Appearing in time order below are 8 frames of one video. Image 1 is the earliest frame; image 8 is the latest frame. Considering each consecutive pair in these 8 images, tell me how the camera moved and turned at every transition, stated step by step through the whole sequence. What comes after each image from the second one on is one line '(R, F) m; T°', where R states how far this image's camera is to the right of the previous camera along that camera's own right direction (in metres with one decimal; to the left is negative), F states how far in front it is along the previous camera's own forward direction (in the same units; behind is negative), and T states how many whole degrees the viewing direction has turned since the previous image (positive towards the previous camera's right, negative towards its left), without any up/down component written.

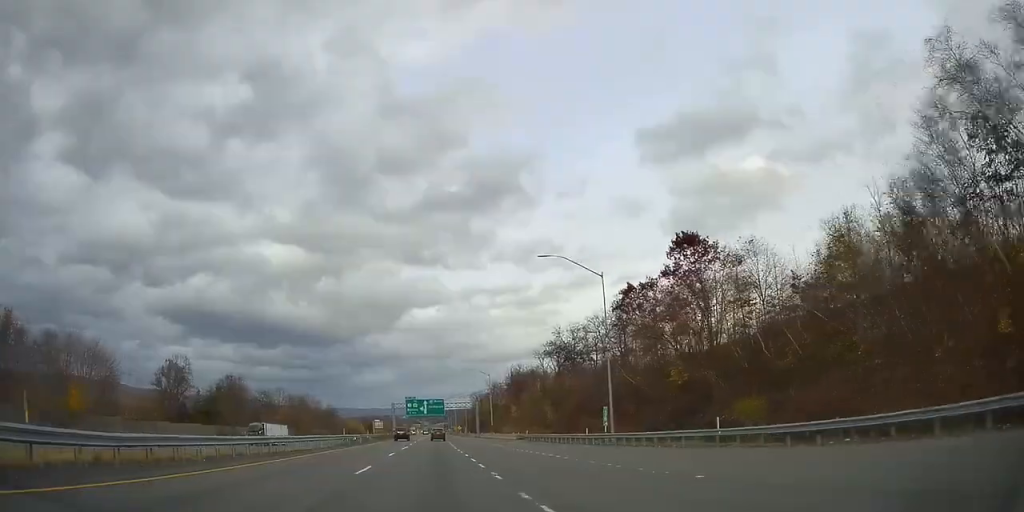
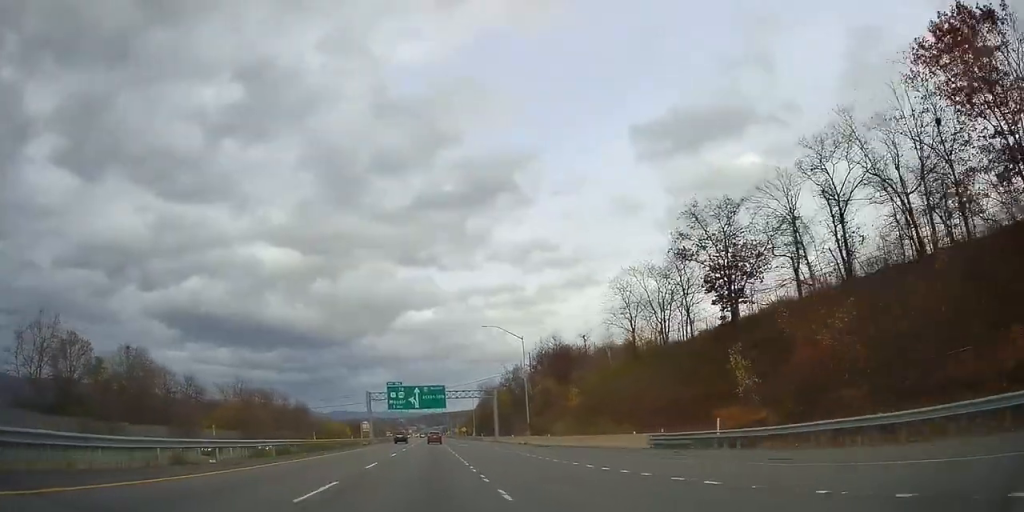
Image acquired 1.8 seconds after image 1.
(+0.9, +54.7) m; +1°
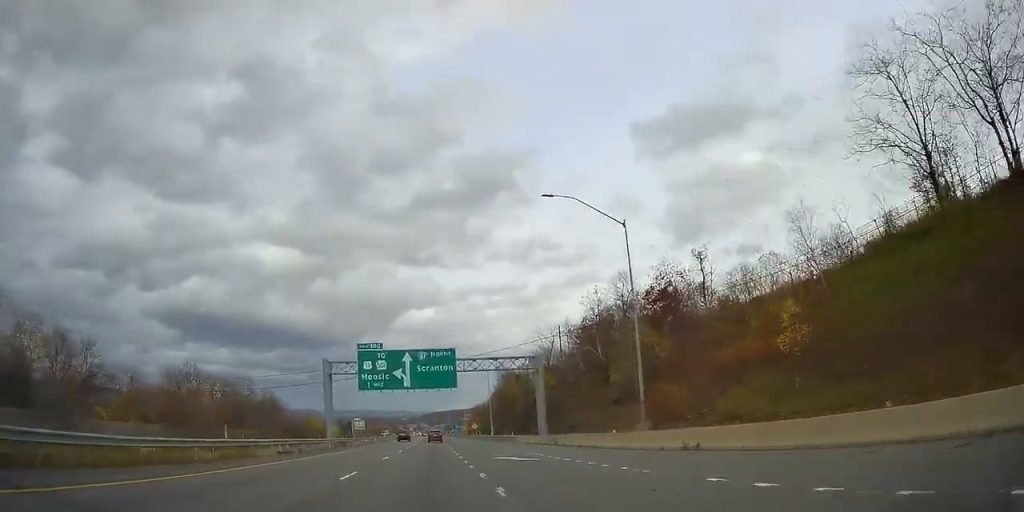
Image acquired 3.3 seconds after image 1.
(-0.3, +43.3) m; 0°
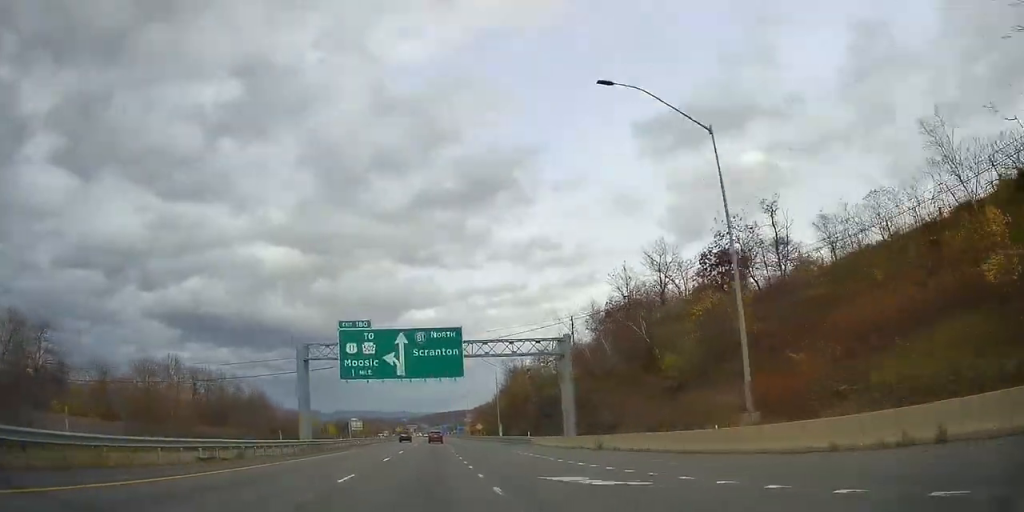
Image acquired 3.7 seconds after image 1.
(0.0, +12.9) m; 0°
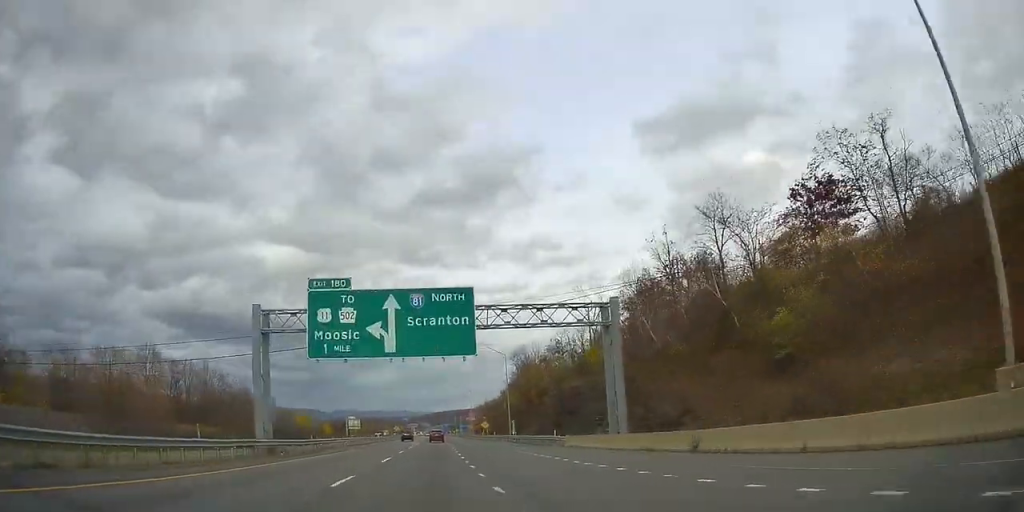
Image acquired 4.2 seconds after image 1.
(-0.1, +13.4) m; +1°
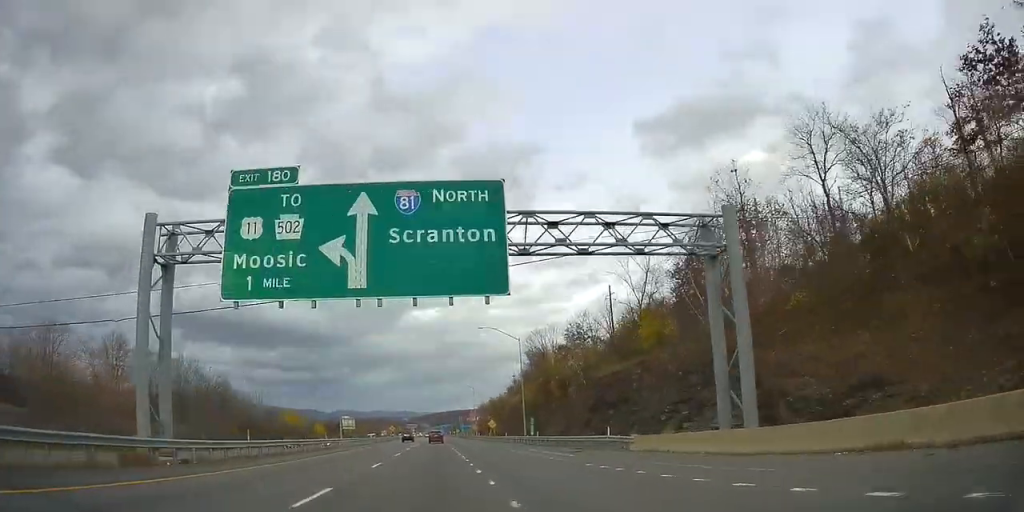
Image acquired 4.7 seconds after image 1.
(+0.1, +15.8) m; 0°
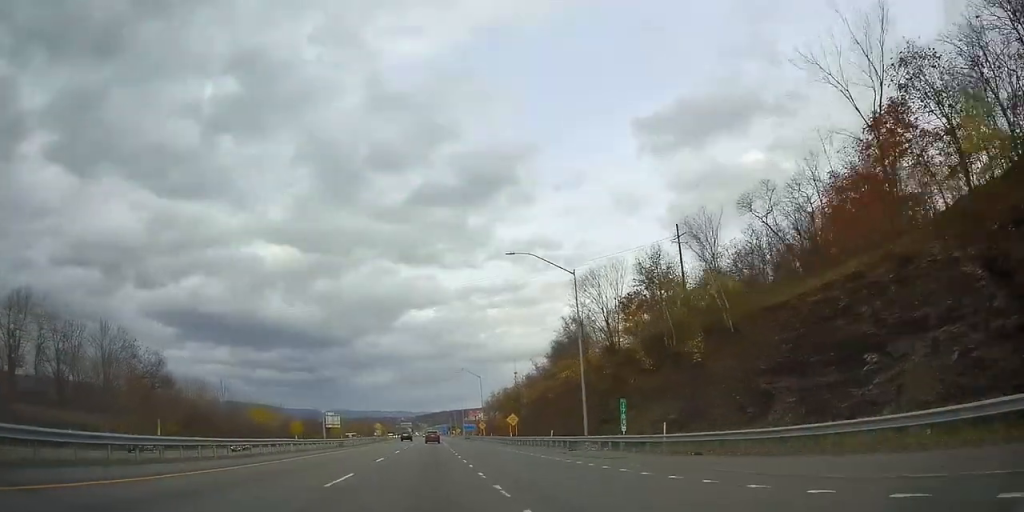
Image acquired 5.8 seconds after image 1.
(+0.1, +32.4) m; -1°
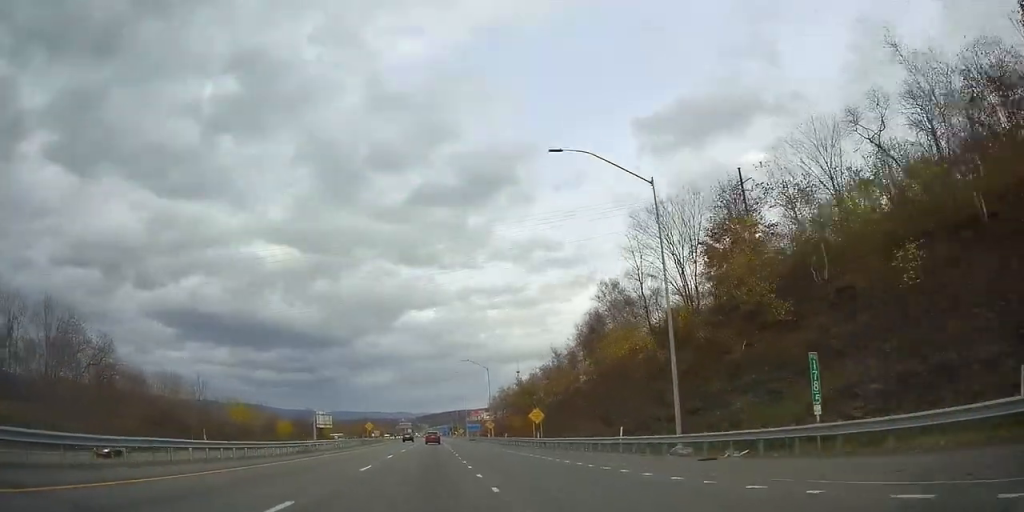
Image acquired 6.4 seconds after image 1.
(-0.4, +17.7) m; -1°
